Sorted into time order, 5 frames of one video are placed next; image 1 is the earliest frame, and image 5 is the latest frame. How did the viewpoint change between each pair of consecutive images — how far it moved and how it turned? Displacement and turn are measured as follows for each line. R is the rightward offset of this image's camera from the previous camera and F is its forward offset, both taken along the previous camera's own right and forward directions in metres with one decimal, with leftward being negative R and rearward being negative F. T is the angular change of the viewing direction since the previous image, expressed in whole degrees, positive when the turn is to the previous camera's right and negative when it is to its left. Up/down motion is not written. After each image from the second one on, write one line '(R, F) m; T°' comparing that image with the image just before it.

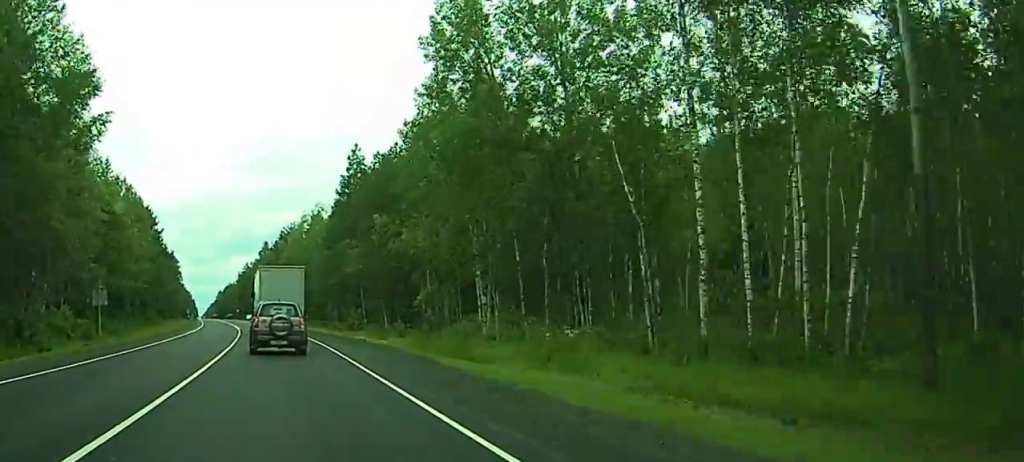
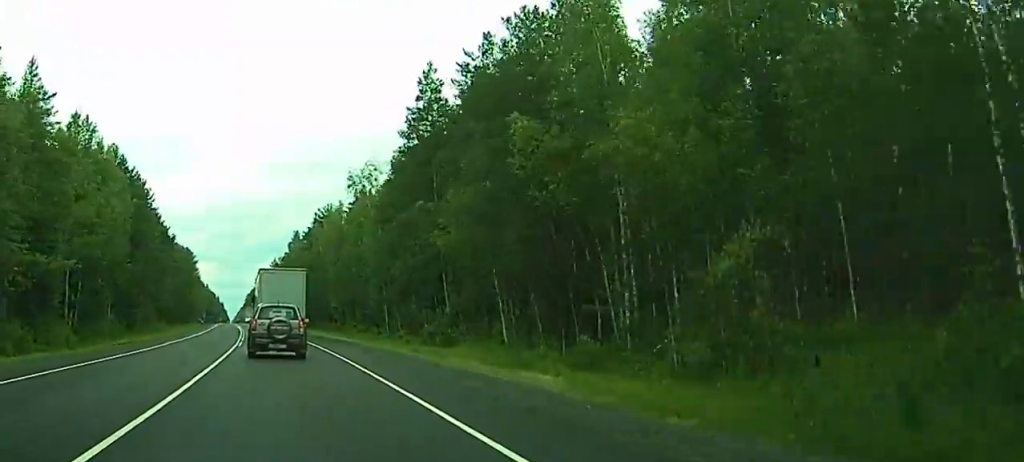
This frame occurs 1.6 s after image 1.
(-1.6, +39.3) m; -4°
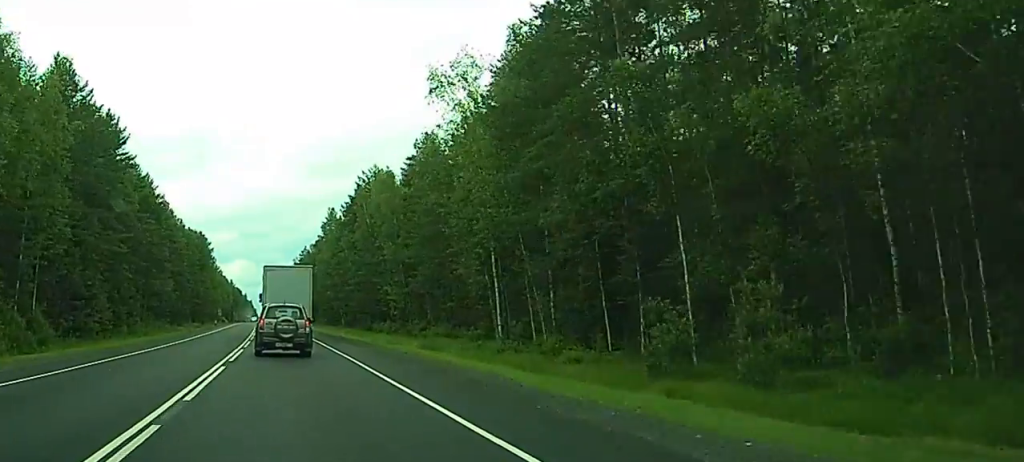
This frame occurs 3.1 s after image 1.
(-0.5, +37.8) m; -2°
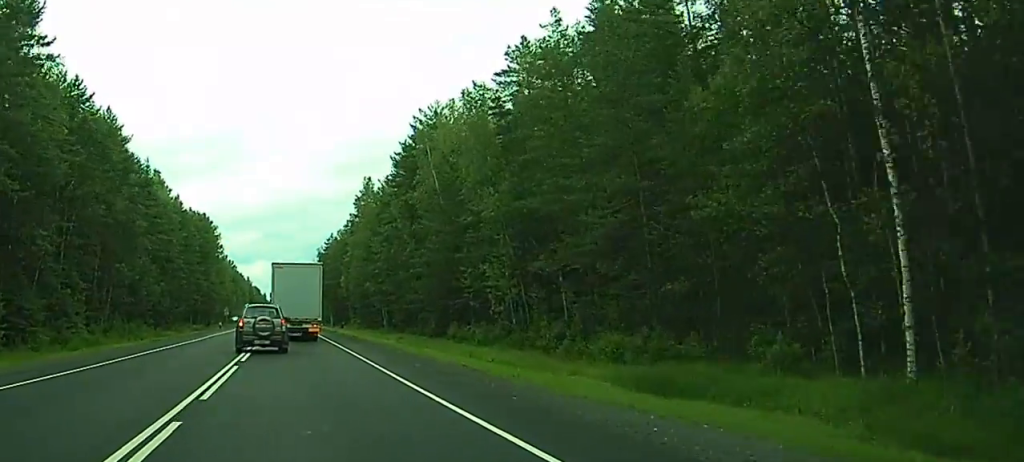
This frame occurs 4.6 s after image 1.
(-0.7, +35.4) m; -2°
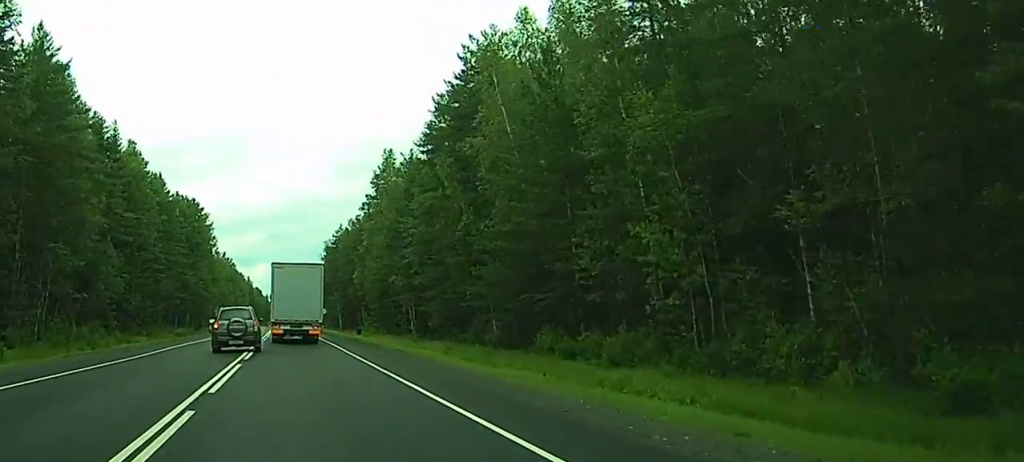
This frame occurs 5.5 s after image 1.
(-0.1, +22.3) m; 0°
